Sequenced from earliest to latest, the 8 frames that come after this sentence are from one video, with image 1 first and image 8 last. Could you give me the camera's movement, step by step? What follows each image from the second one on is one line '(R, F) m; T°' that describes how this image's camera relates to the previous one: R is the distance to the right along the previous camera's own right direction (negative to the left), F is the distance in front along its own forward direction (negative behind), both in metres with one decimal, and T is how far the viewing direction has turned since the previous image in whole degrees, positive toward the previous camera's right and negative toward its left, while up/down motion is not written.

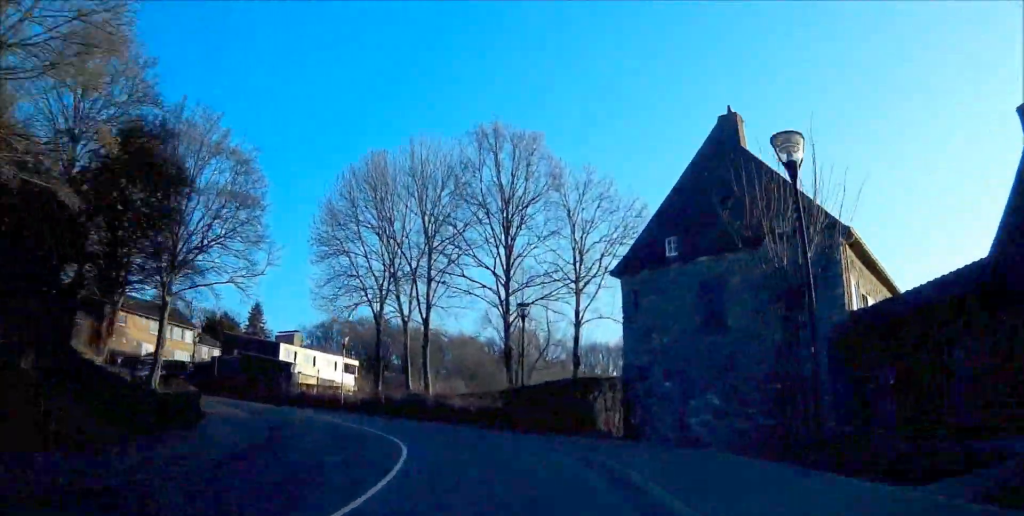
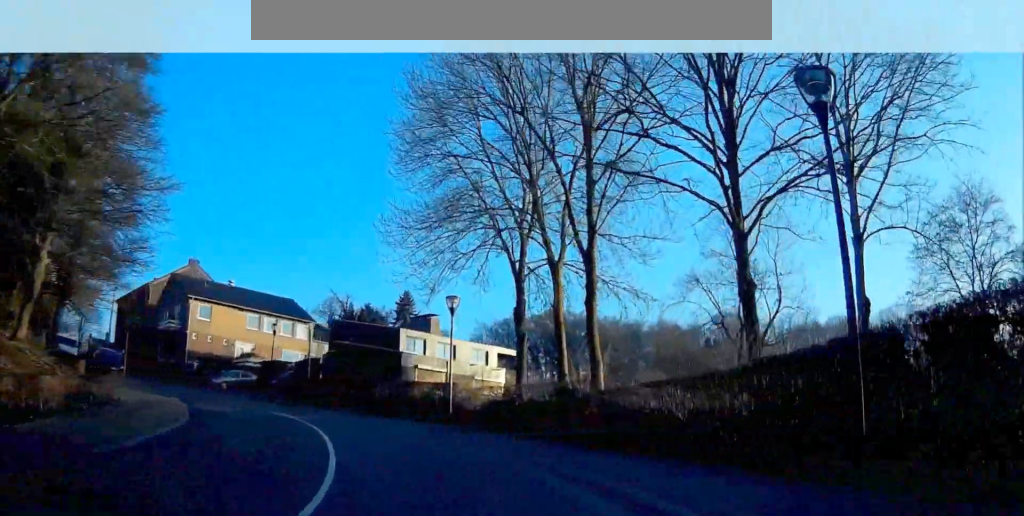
(-2.9, +18.7) m; -20°
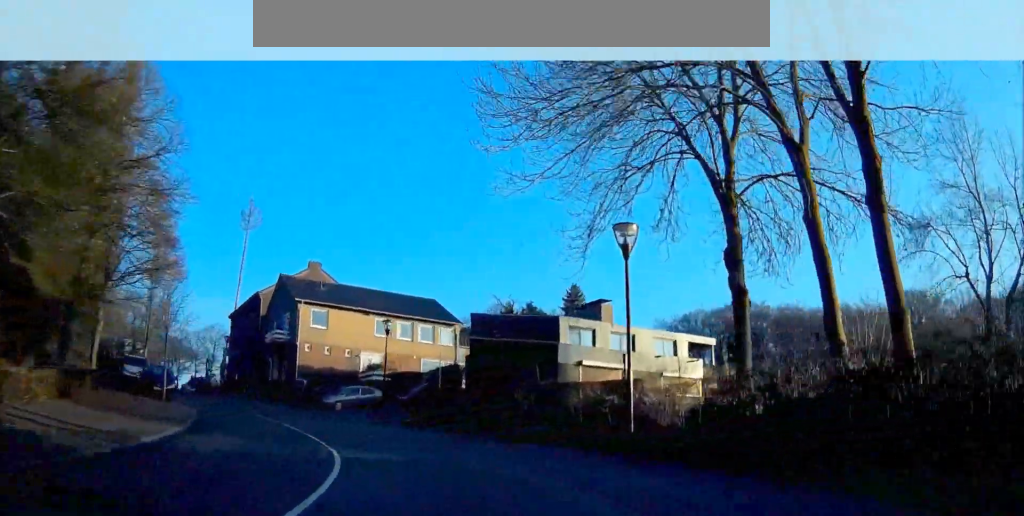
(-1.8, +10.7) m; -12°
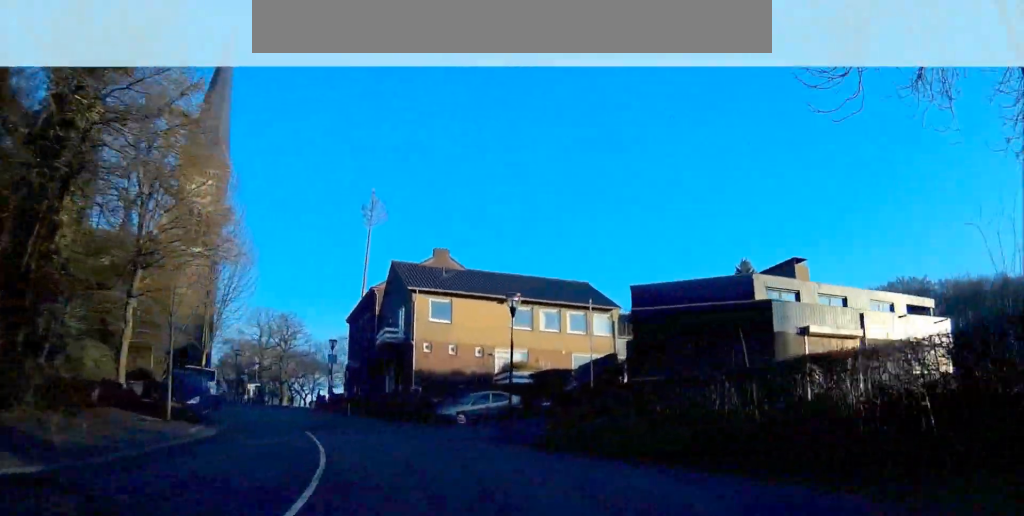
(-0.9, +9.6) m; -11°
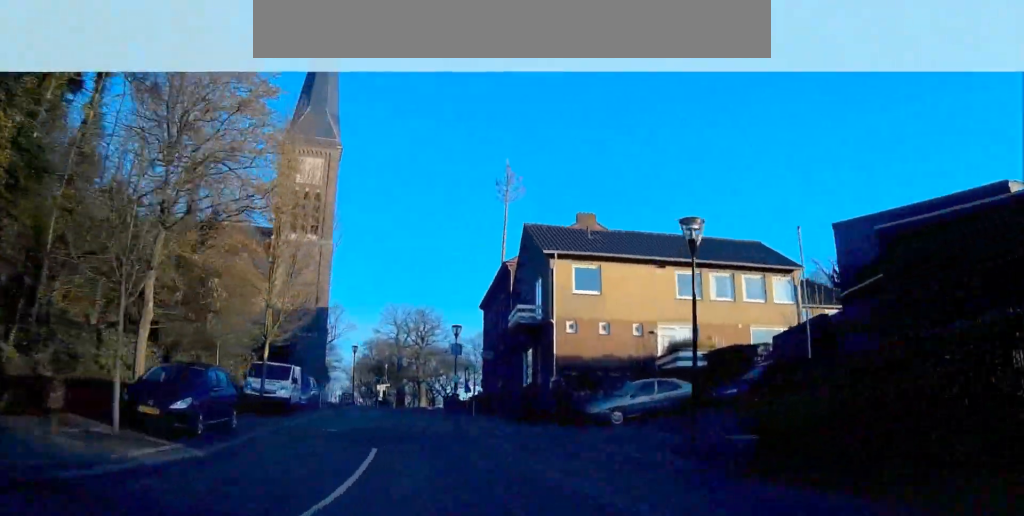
(-0.8, +8.0) m; -6°
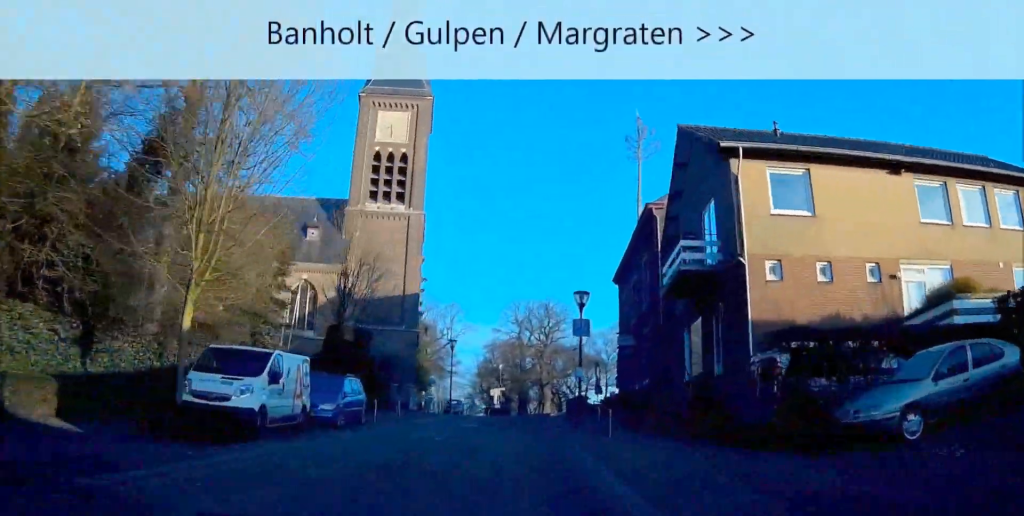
(-1.5, +12.7) m; -6°
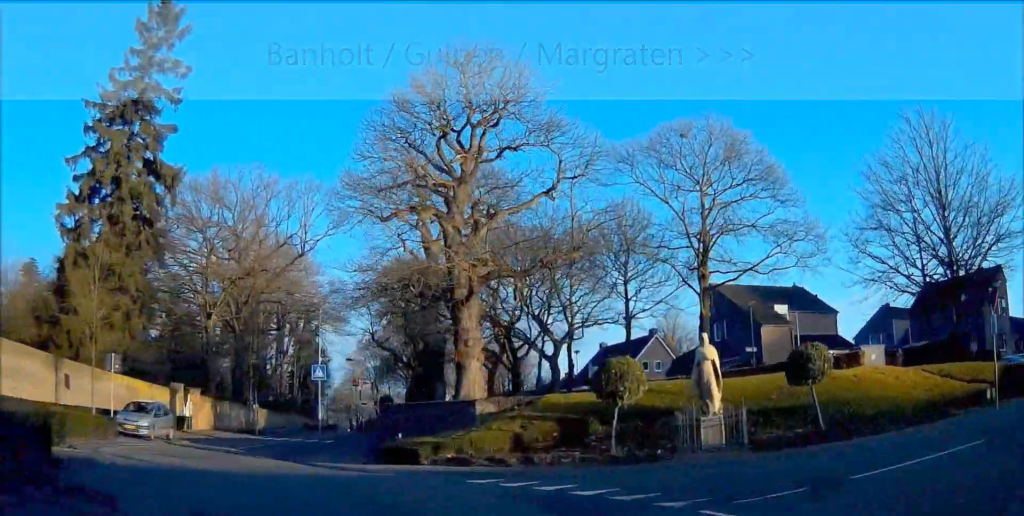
(-5.1, +65.3) m; -15°
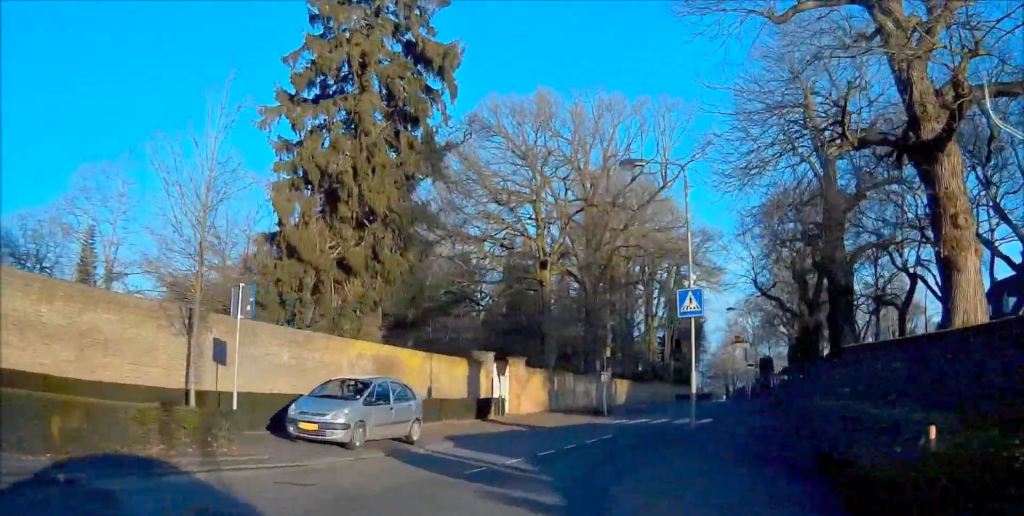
(-2.4, +15.5) m; -3°
